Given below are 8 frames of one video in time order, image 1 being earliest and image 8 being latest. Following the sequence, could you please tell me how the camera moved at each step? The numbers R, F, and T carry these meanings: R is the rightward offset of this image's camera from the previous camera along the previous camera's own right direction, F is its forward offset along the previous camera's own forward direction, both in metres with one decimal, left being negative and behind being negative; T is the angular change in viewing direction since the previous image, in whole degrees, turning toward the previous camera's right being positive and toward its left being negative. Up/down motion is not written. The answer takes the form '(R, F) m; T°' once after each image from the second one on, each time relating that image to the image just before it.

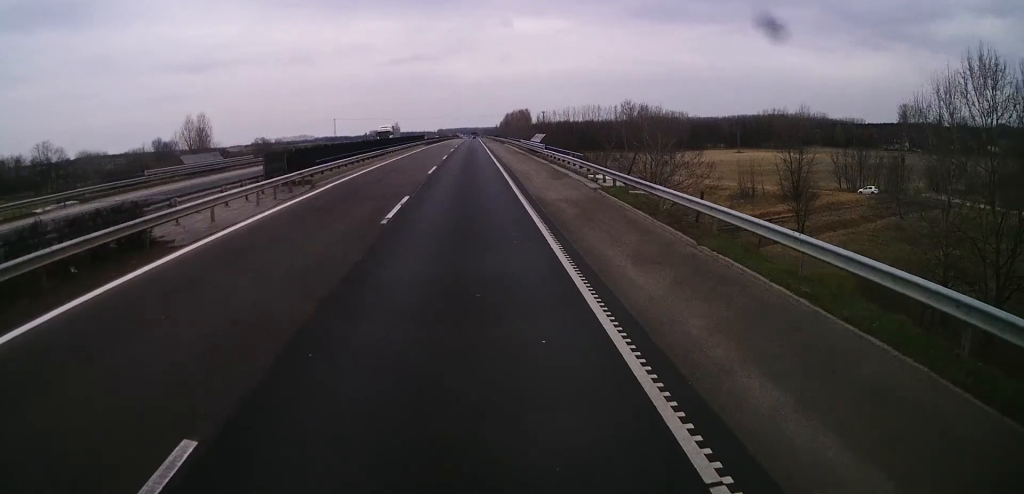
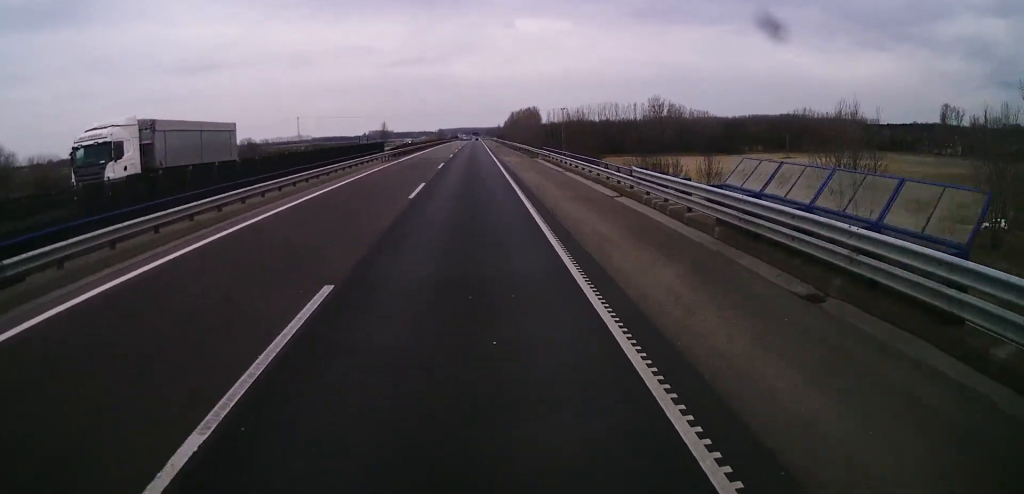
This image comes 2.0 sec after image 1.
(-0.4, +43.9) m; -1°
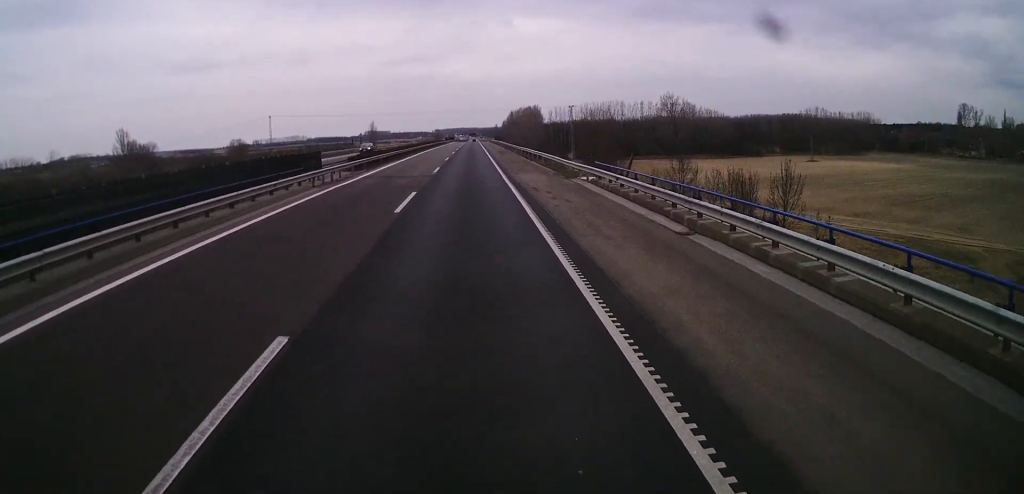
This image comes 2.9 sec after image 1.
(0.0, +19.5) m; +1°
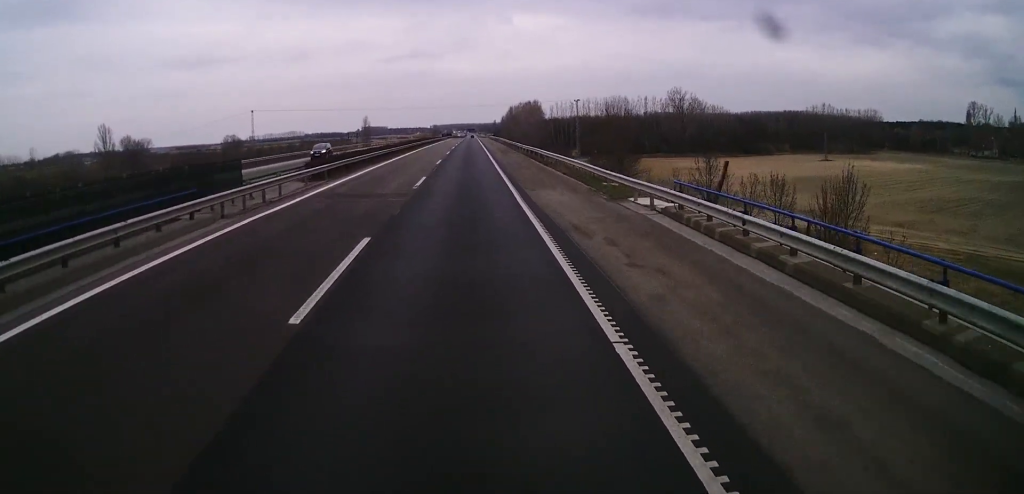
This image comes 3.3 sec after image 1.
(+0.2, +10.3) m; 0°
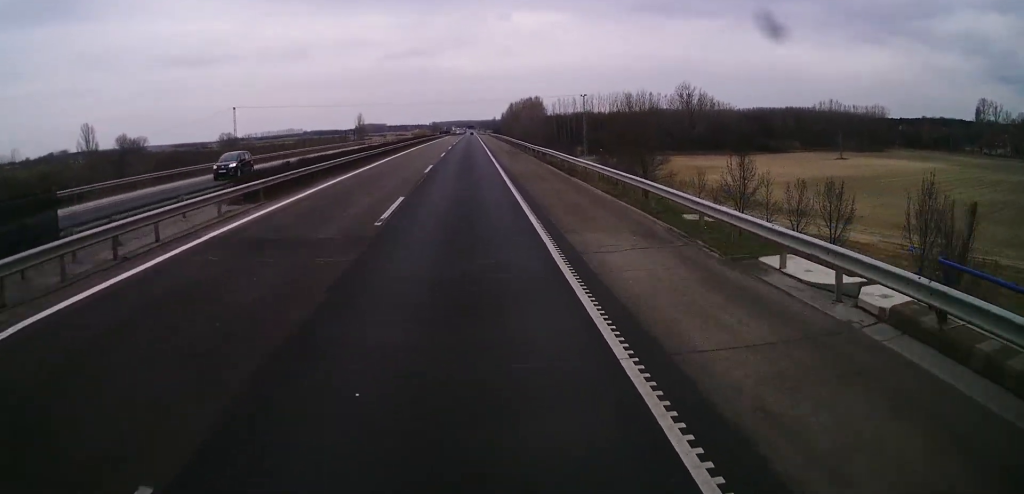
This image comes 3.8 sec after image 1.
(0.0, +9.7) m; 0°
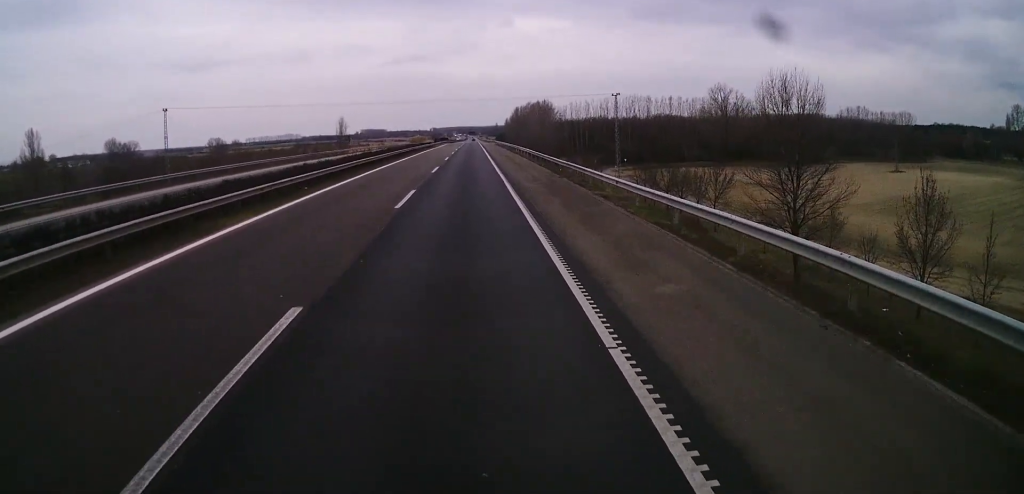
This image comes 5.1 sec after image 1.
(-0.2, +29.3) m; -1°
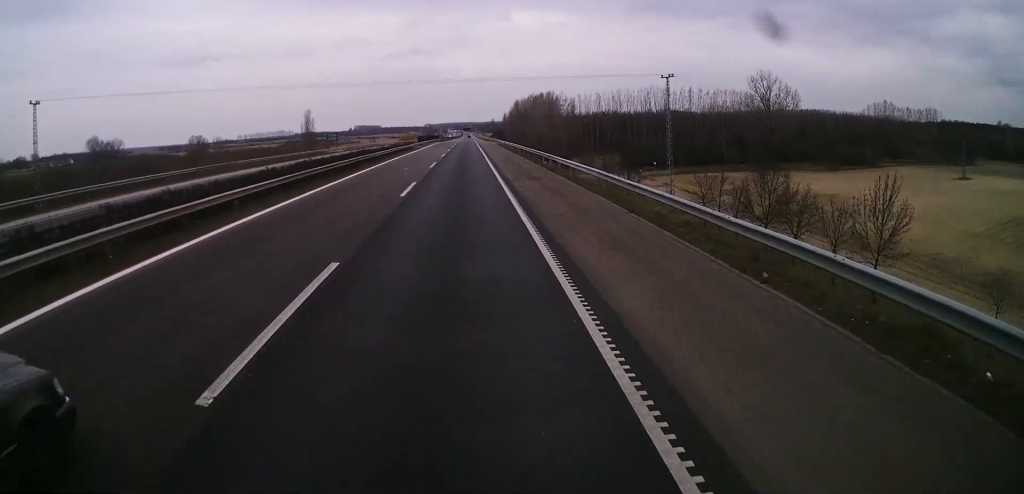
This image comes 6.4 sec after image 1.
(-0.1, +31.2) m; +1°
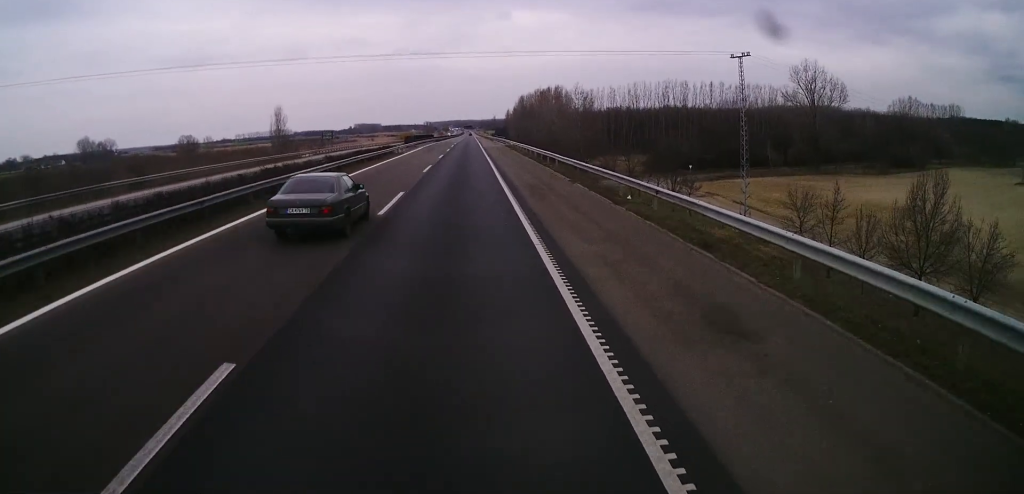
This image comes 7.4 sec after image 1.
(+0.4, +22.3) m; 0°
